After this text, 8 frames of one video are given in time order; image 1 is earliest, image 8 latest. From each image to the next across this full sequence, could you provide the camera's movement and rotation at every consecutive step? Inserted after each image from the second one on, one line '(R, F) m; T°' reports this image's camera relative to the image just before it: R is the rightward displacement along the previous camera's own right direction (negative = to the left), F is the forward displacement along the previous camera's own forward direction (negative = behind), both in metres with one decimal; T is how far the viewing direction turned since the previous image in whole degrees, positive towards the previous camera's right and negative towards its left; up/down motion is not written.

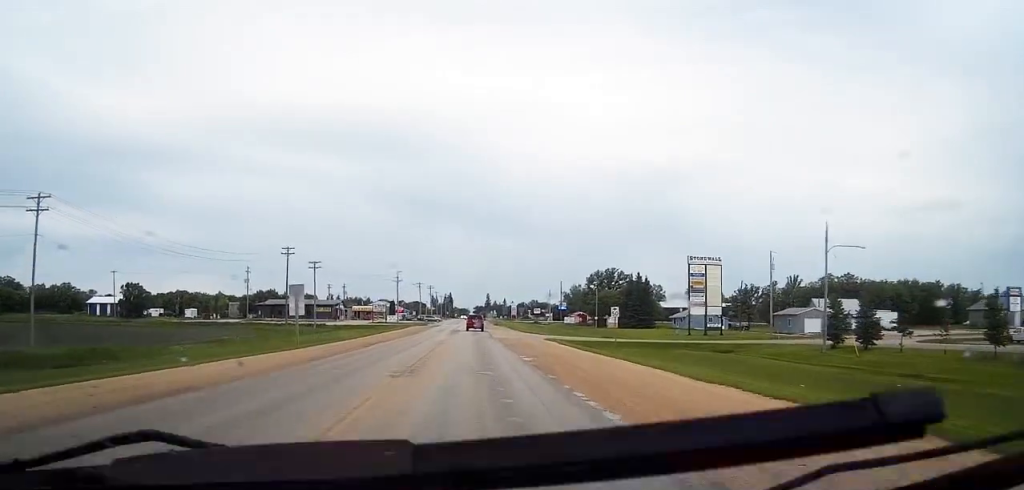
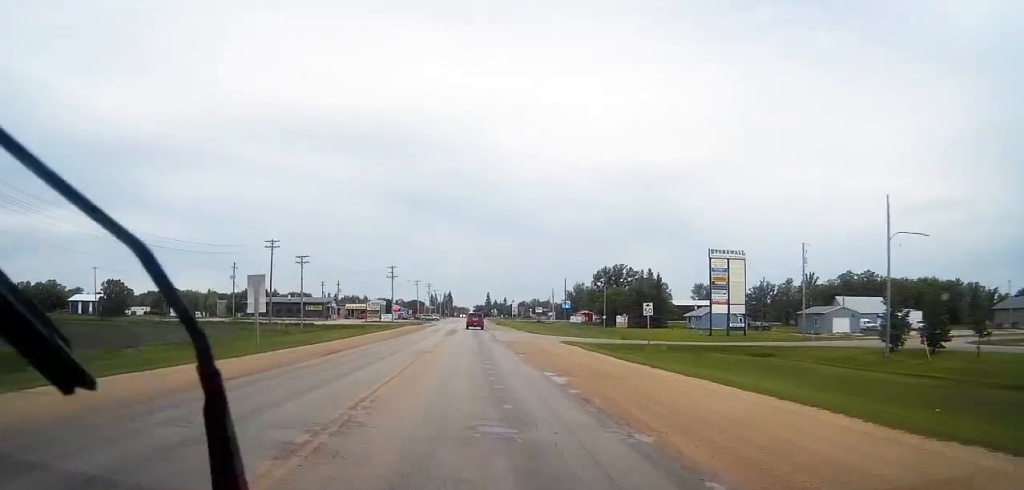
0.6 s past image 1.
(-0.1, +10.5) m; 0°
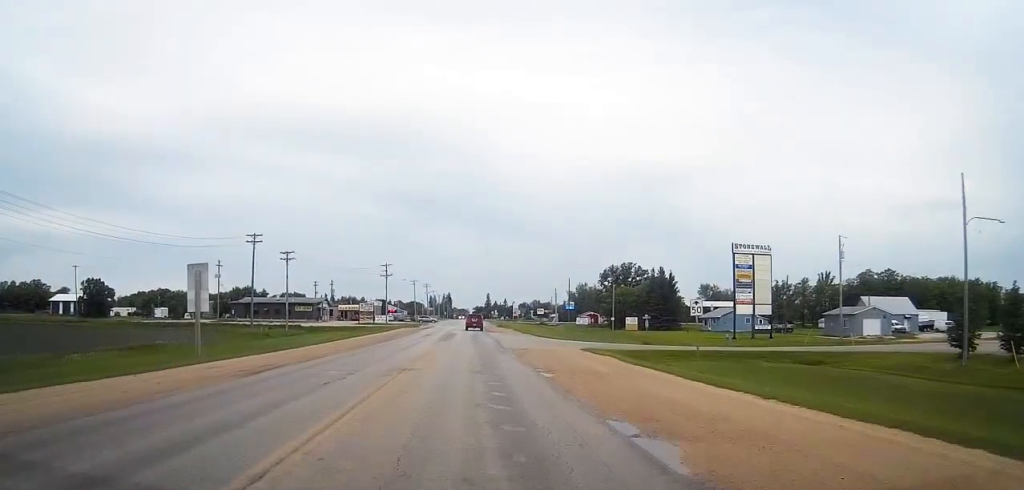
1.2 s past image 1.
(0.0, +9.9) m; 0°
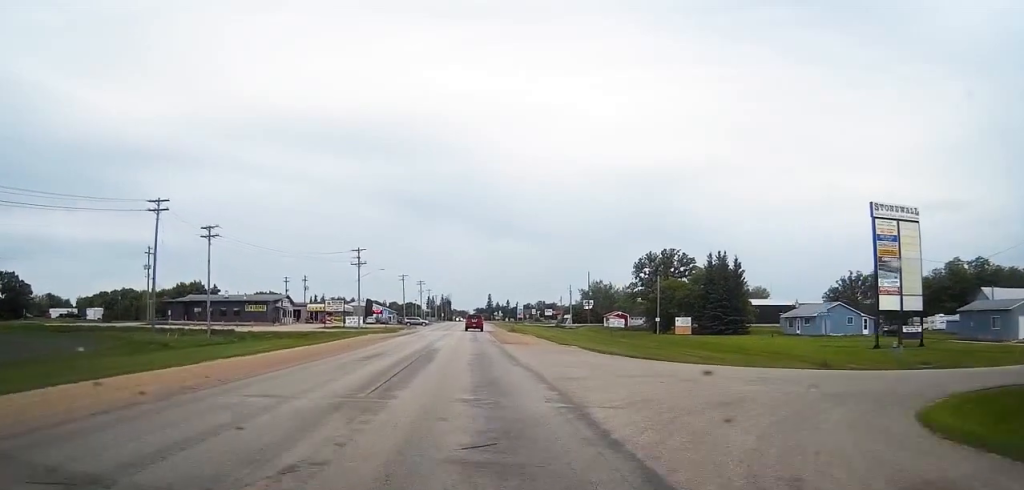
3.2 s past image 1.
(+0.5, +35.8) m; +1°
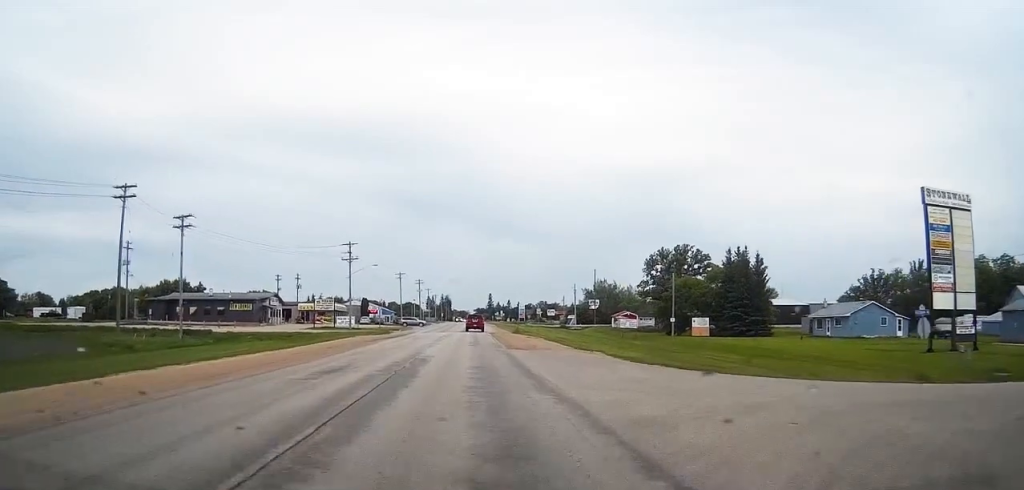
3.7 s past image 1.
(-0.1, +8.3) m; 0°
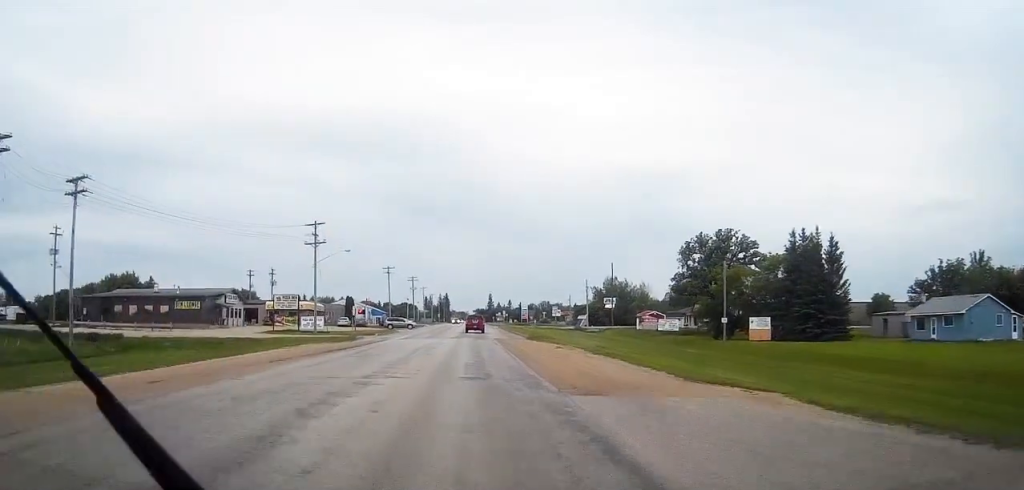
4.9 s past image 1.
(-0.1, +22.0) m; -1°
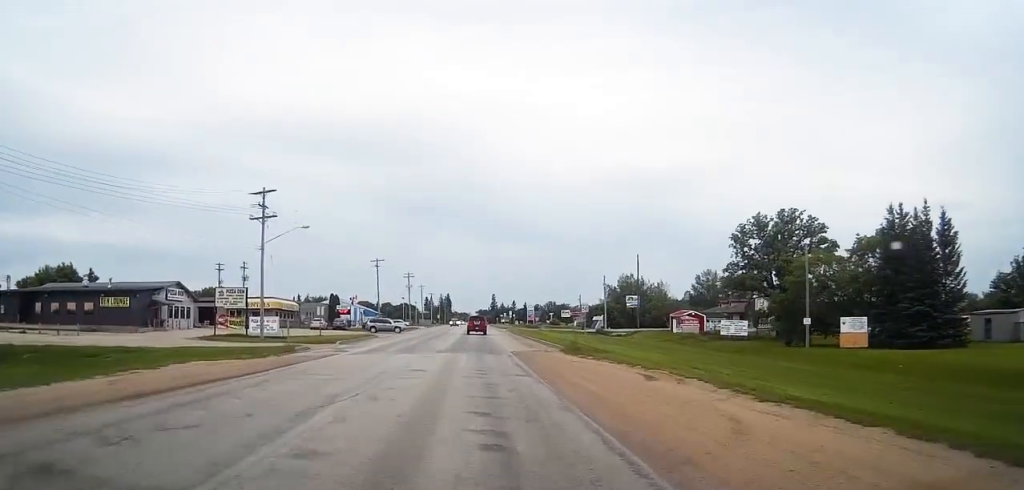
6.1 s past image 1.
(-0.2, +20.9) m; -1°
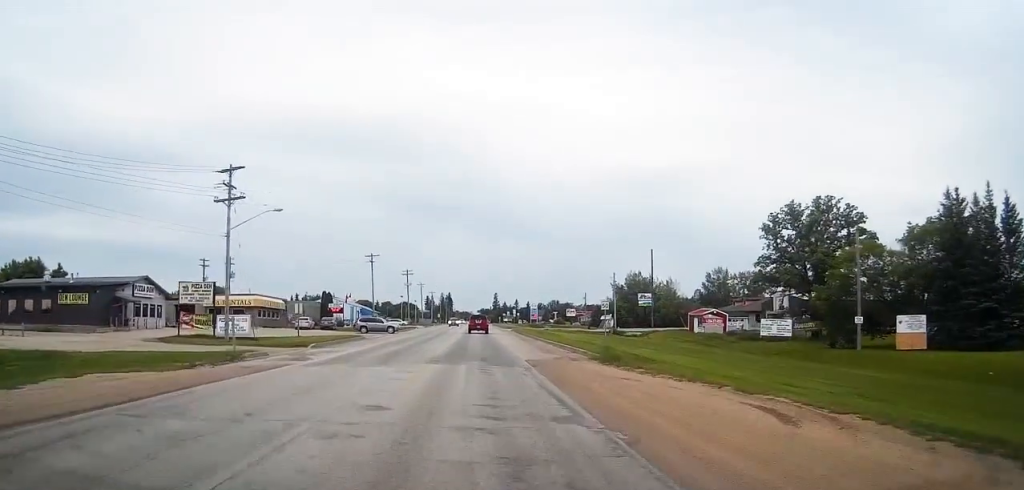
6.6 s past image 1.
(0.0, +8.9) m; 0°
